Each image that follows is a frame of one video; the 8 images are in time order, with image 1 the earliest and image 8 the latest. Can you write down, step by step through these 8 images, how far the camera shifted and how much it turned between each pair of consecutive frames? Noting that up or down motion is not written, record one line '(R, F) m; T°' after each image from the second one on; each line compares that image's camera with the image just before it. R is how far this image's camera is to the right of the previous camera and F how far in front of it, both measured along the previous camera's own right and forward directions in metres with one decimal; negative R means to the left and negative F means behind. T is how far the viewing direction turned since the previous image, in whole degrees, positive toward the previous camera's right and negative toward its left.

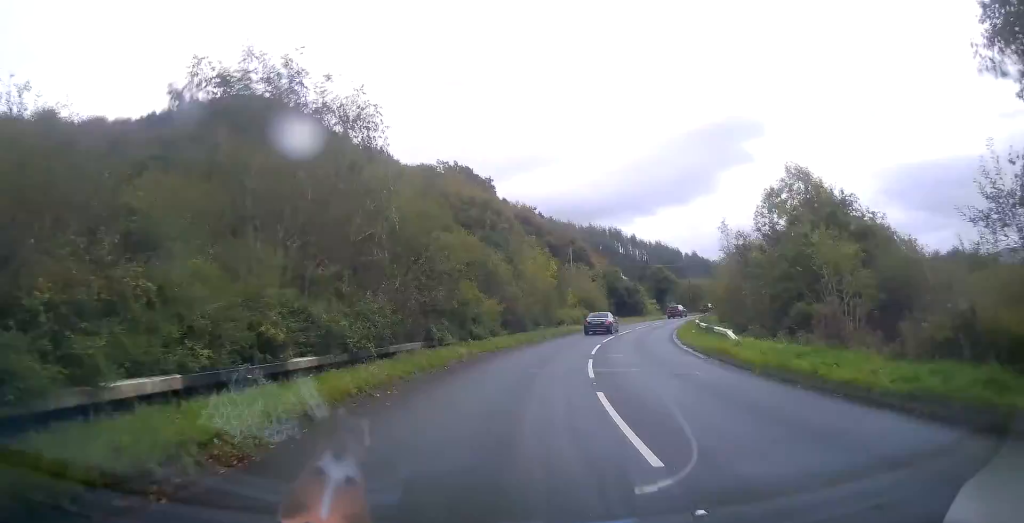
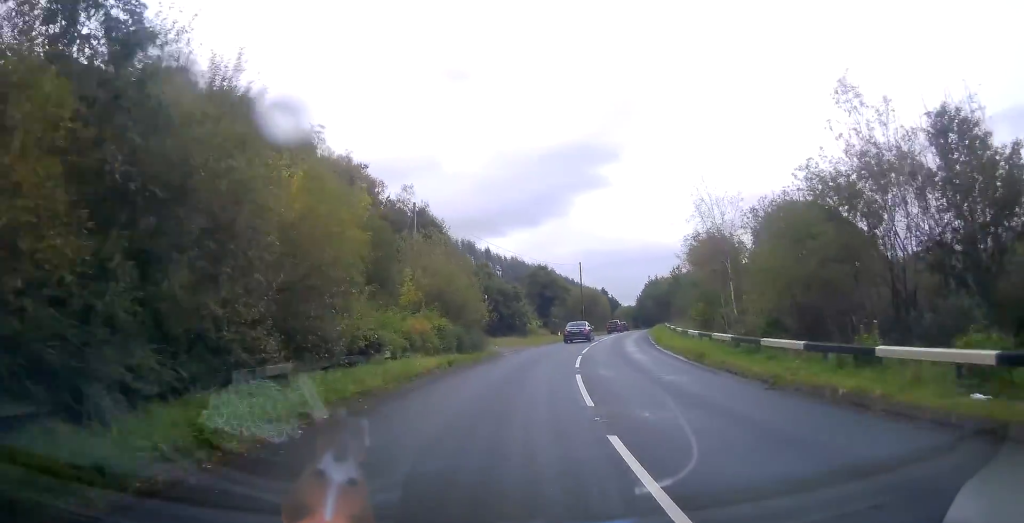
(+4.0, +30.8) m; +15°
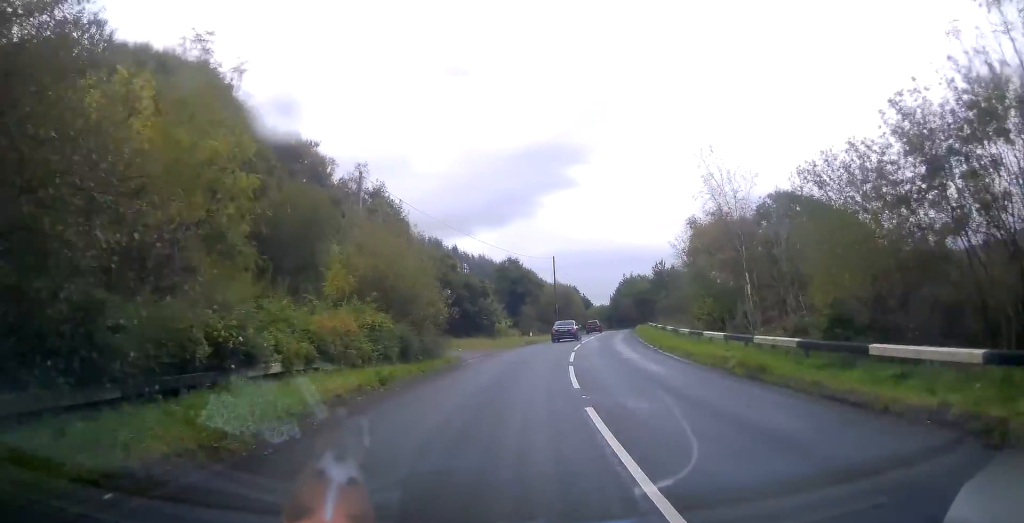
(+0.2, +6.8) m; +3°
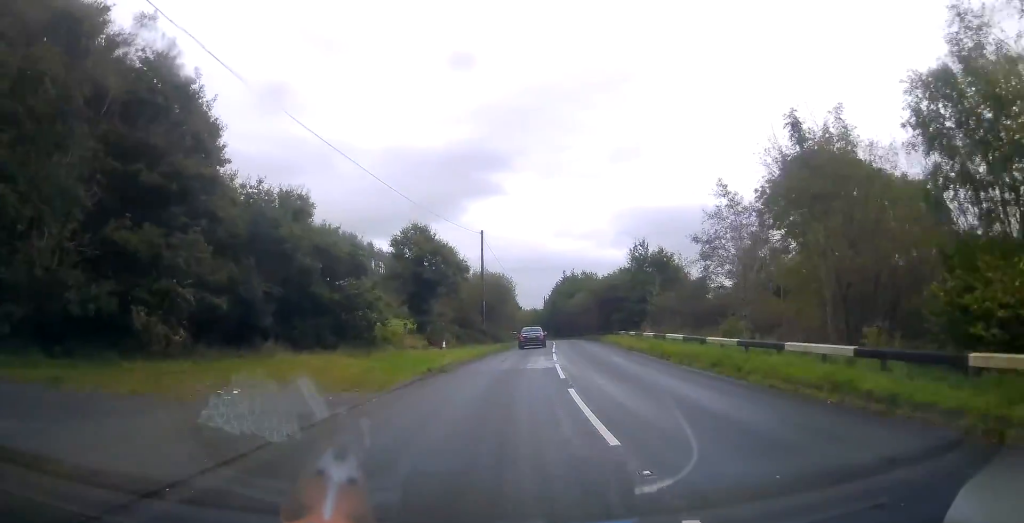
(+1.4, +23.8) m; +6°
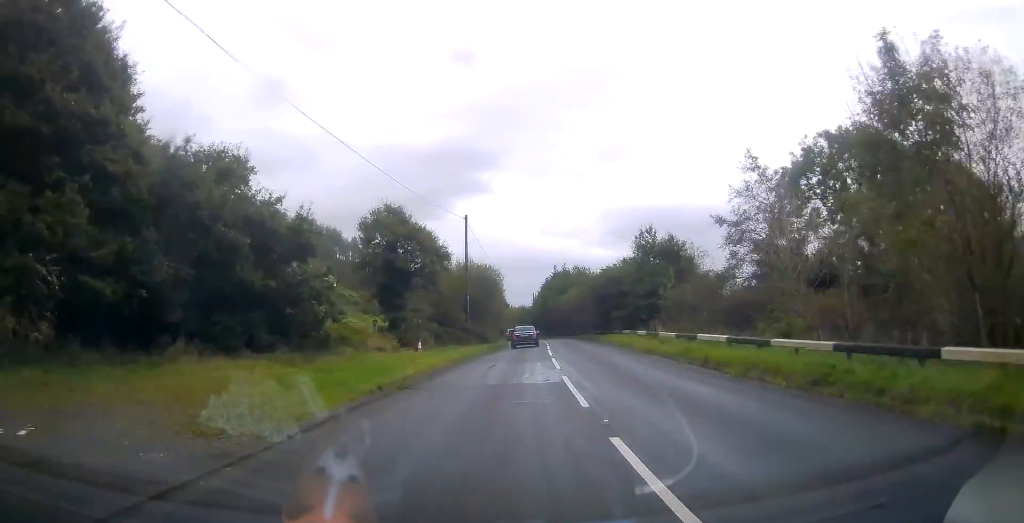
(0.0, +6.2) m; +1°
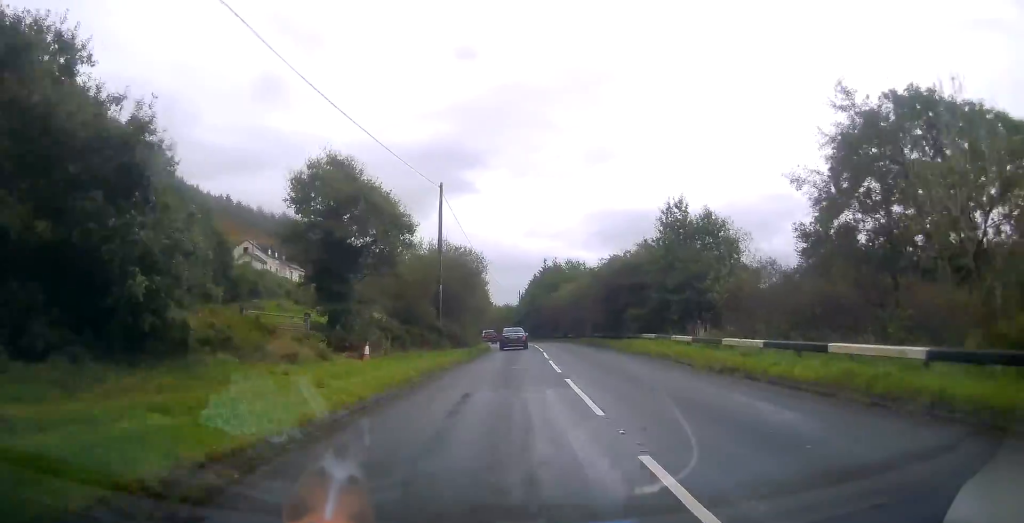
(+0.3, +10.2) m; +1°
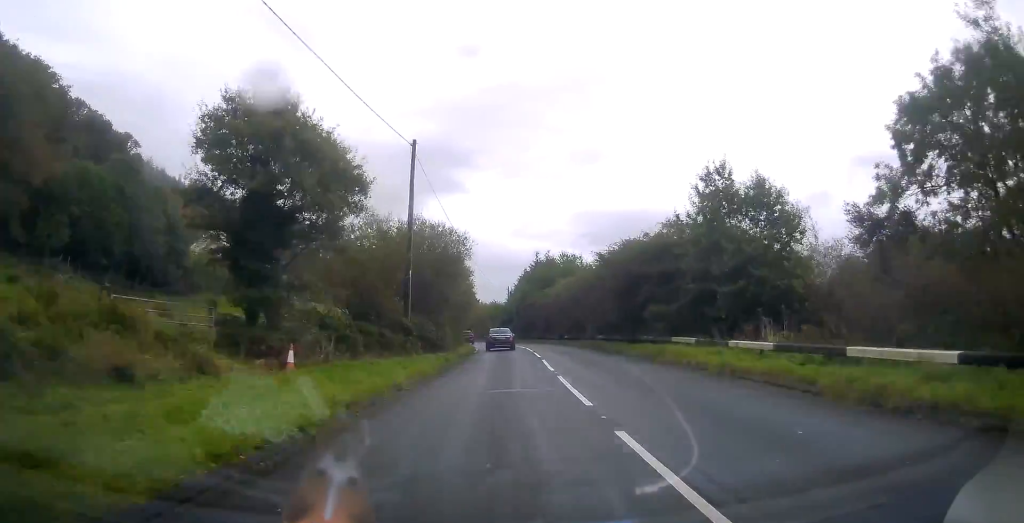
(+0.1, +7.8) m; +1°
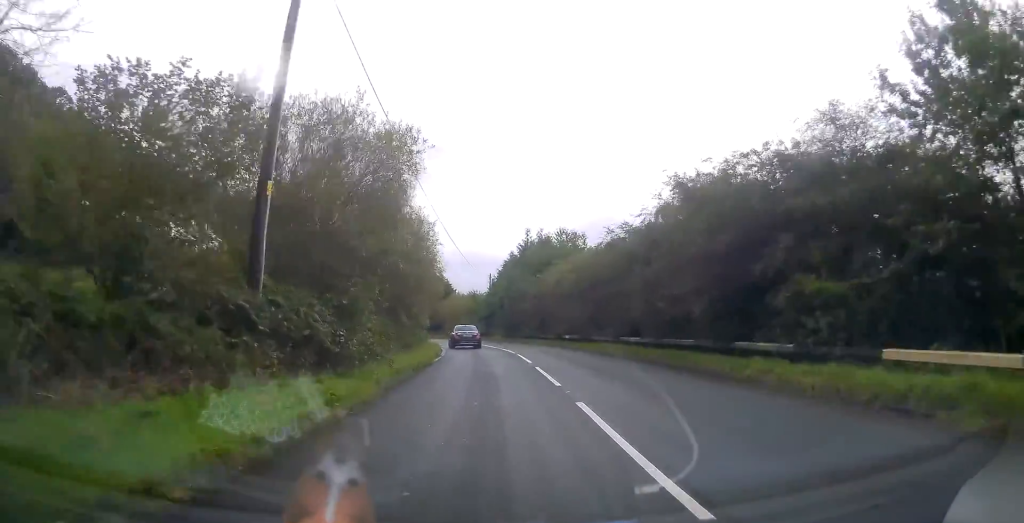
(+0.1, +15.3) m; +2°
